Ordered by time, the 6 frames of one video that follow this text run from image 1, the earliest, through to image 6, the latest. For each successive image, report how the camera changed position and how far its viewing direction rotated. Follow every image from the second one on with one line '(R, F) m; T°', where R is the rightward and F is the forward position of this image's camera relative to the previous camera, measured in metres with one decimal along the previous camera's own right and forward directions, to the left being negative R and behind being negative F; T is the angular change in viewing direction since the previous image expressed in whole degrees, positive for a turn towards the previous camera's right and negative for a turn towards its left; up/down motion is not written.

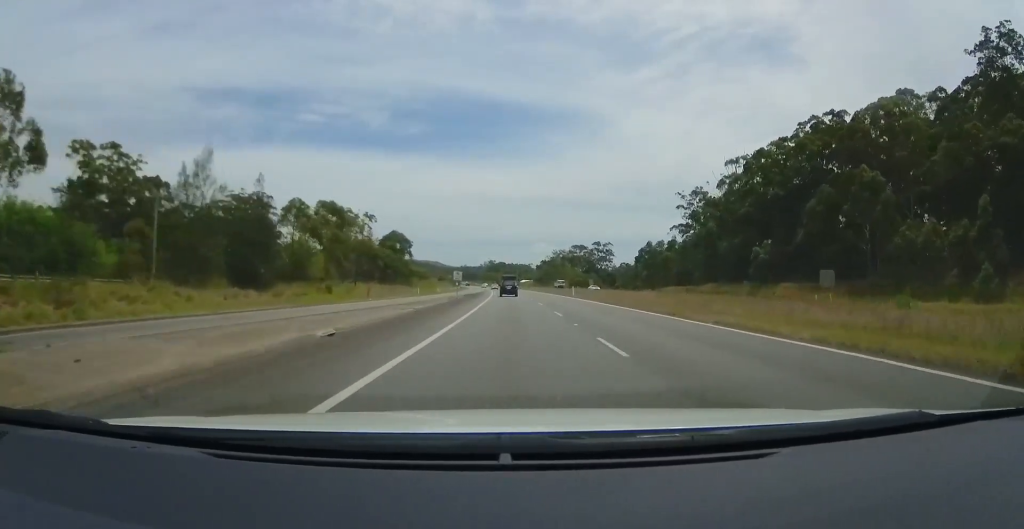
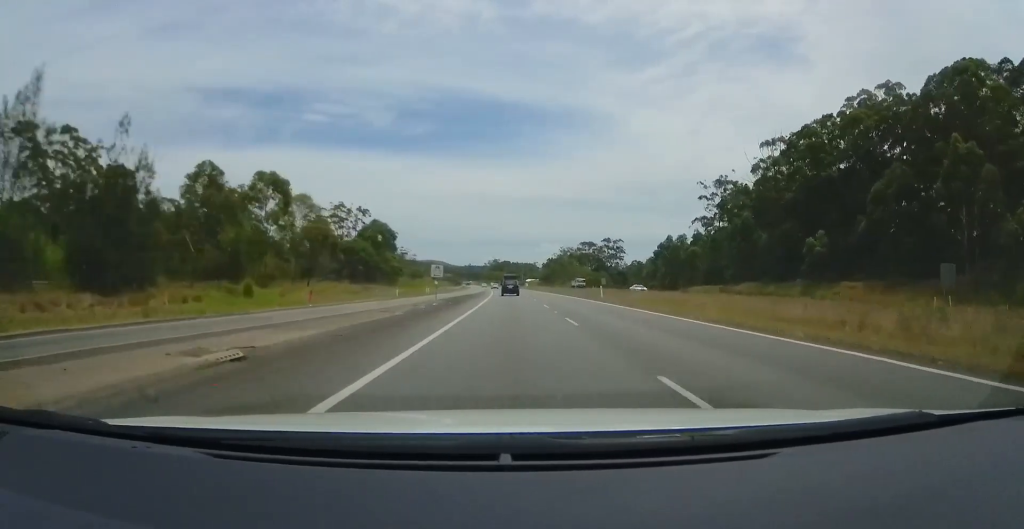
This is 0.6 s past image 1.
(+0.3, +16.7) m; 0°
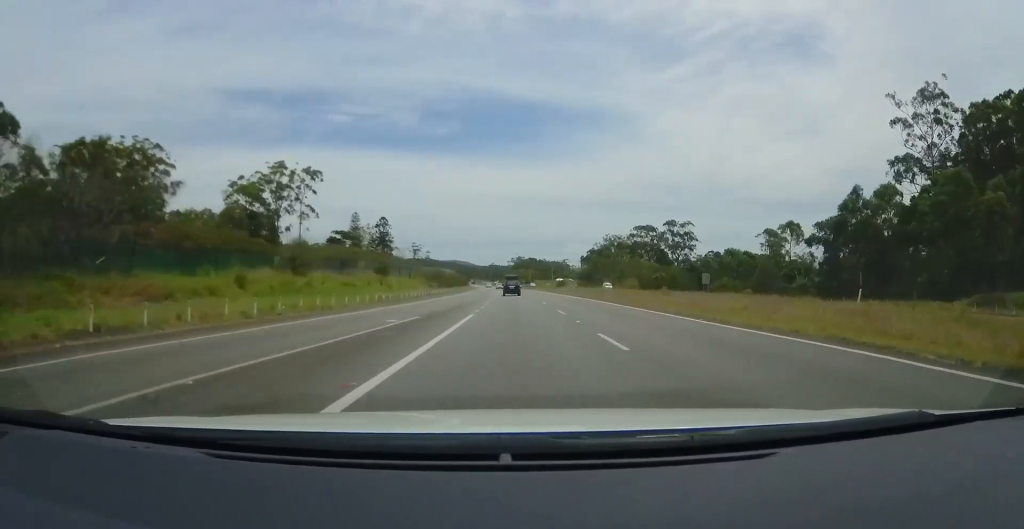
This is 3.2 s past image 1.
(-1.6, +77.5) m; -3°
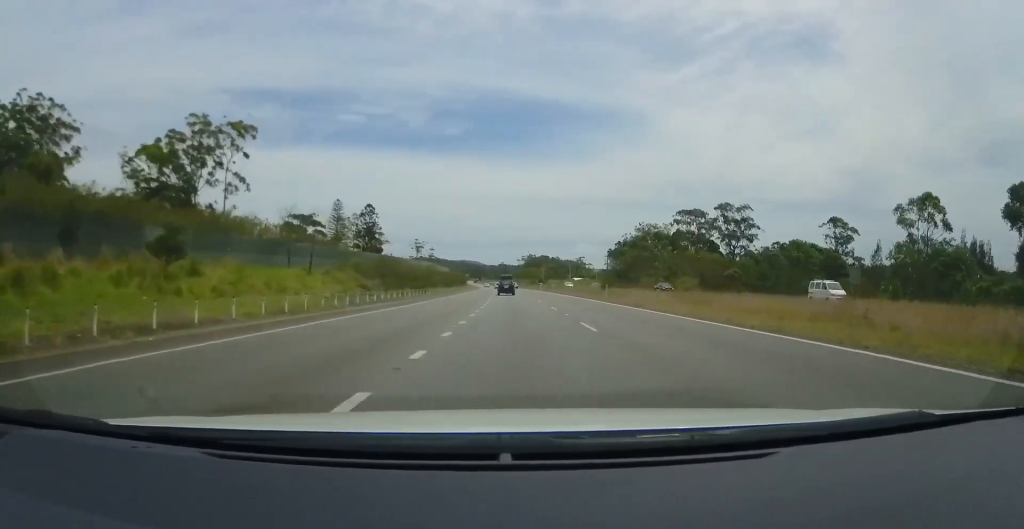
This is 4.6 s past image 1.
(-1.0, +43.8) m; -2°
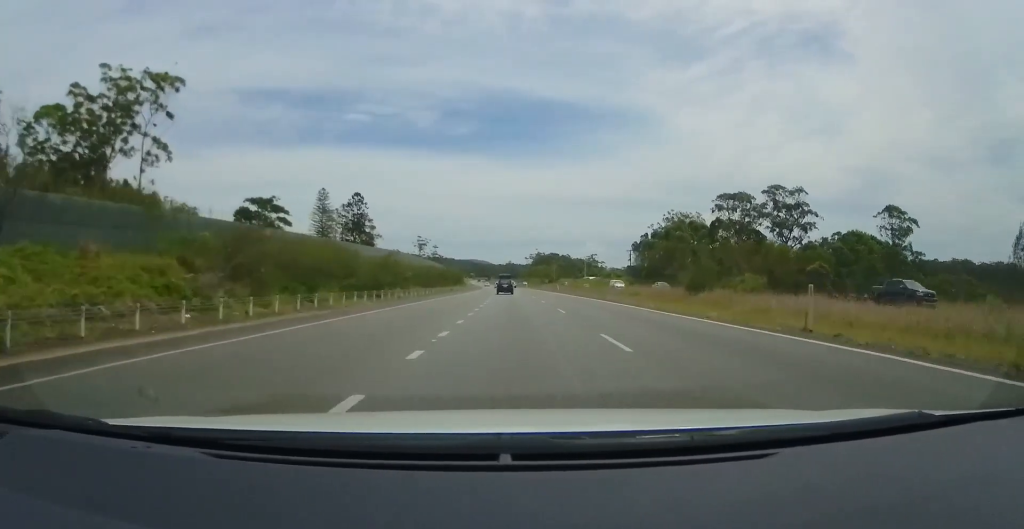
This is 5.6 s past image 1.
(0.0, +27.2) m; 0°
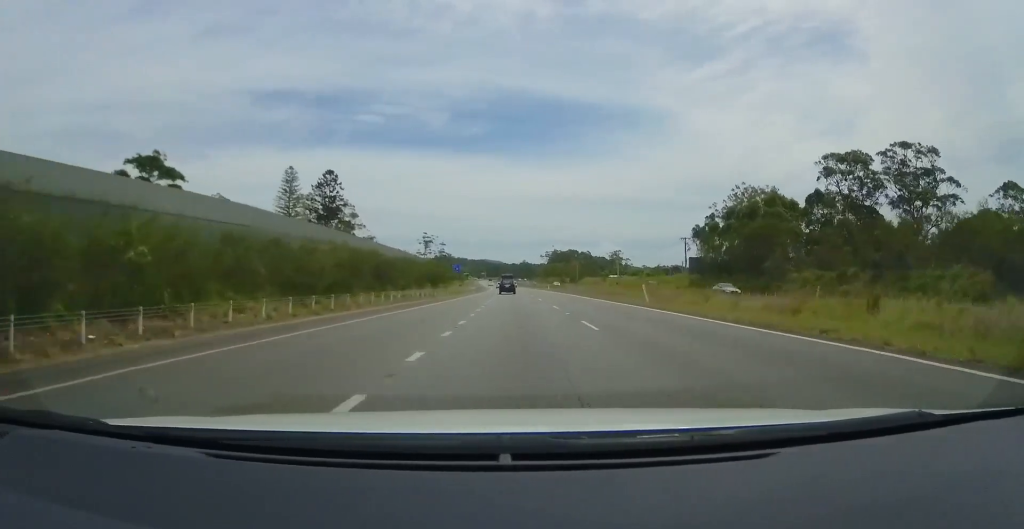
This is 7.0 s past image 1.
(0.0, +43.9) m; 0°
